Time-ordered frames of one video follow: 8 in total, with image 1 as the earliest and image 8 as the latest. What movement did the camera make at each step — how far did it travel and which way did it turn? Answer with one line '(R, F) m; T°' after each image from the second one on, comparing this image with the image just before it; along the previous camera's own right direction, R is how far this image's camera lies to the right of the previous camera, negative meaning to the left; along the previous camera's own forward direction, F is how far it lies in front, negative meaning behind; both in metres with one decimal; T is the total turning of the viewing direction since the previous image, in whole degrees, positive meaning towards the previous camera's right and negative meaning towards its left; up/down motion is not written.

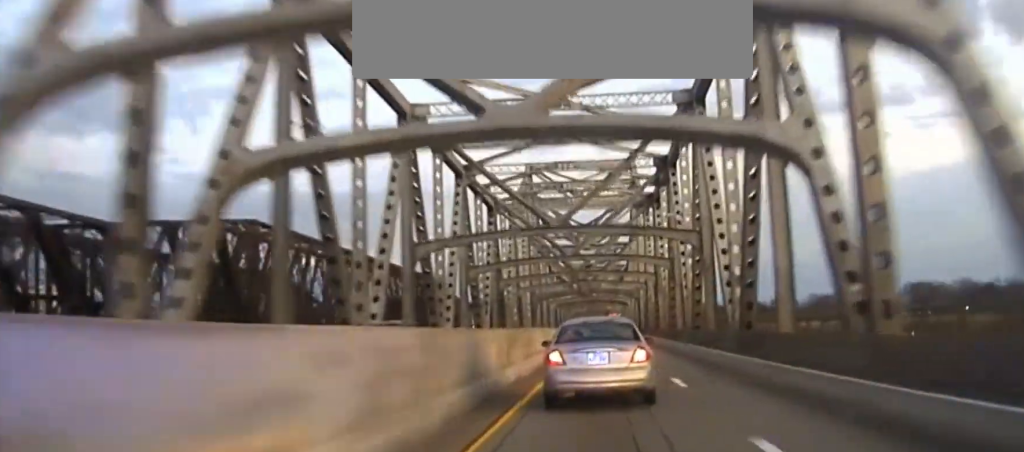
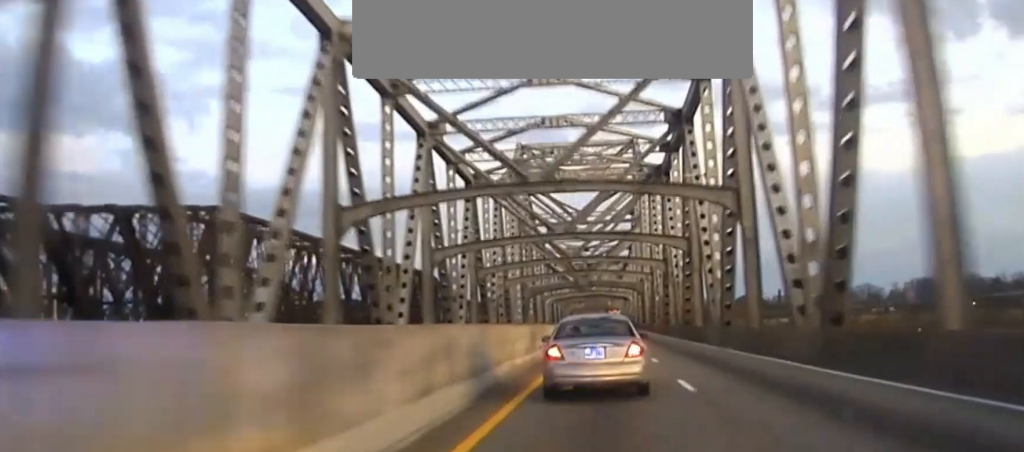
(0.0, +14.0) m; 0°
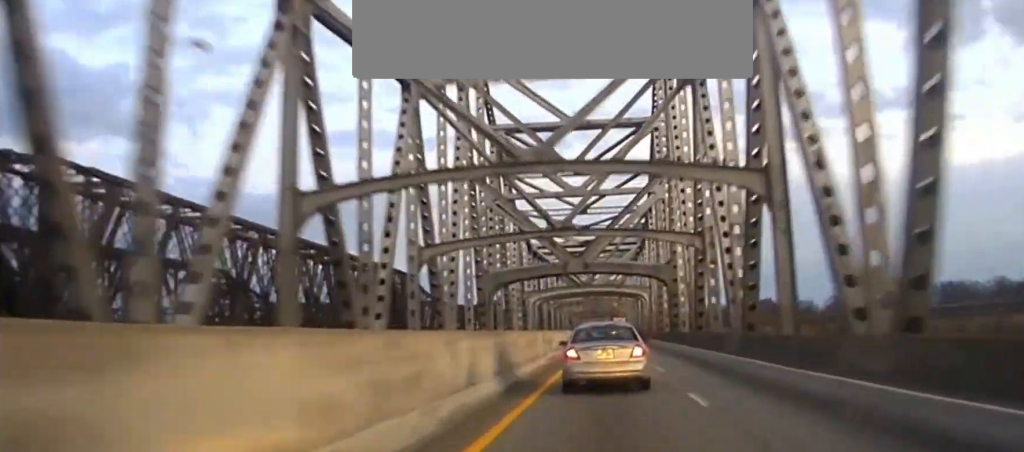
(+0.1, +45.8) m; 0°
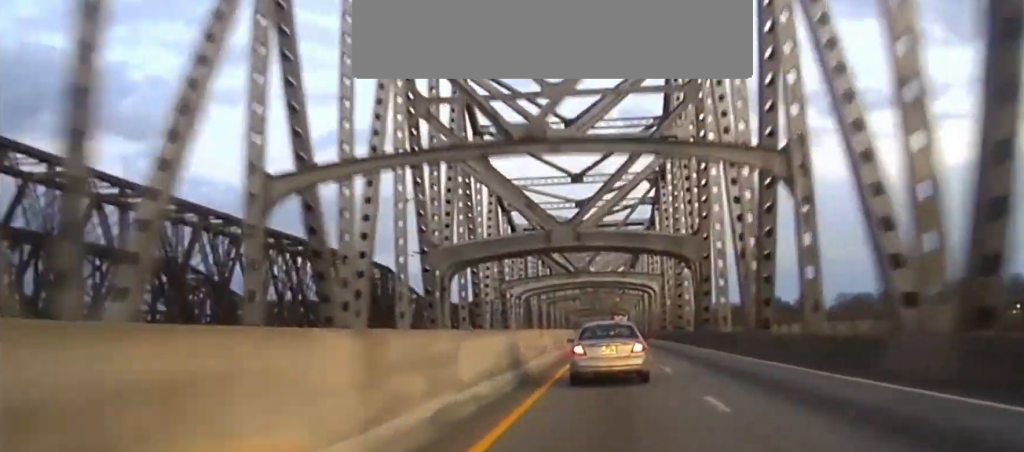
(-0.1, +26.9) m; 0°
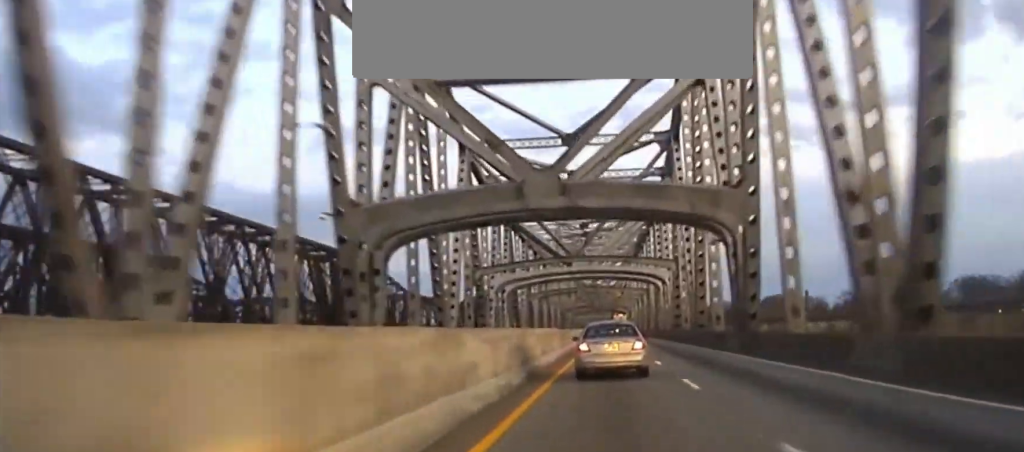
(0.0, +20.1) m; 0°
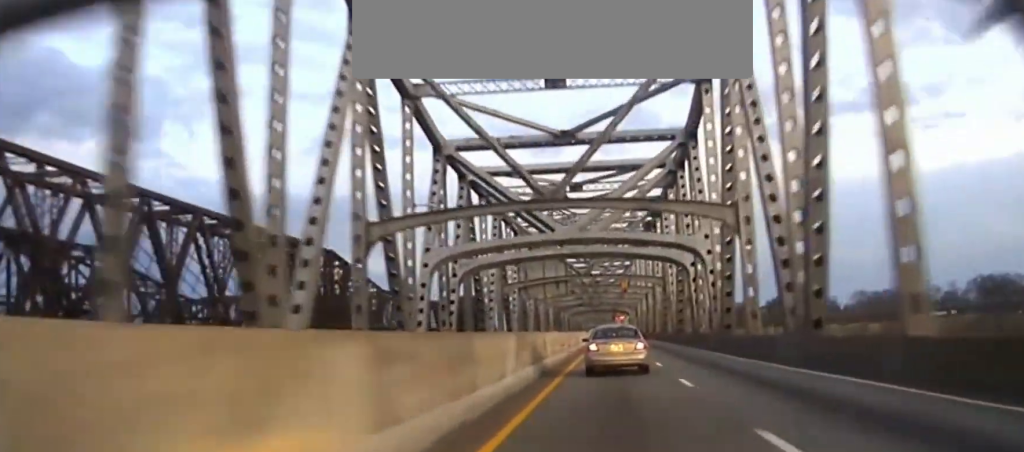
(+0.1, +37.8) m; 0°
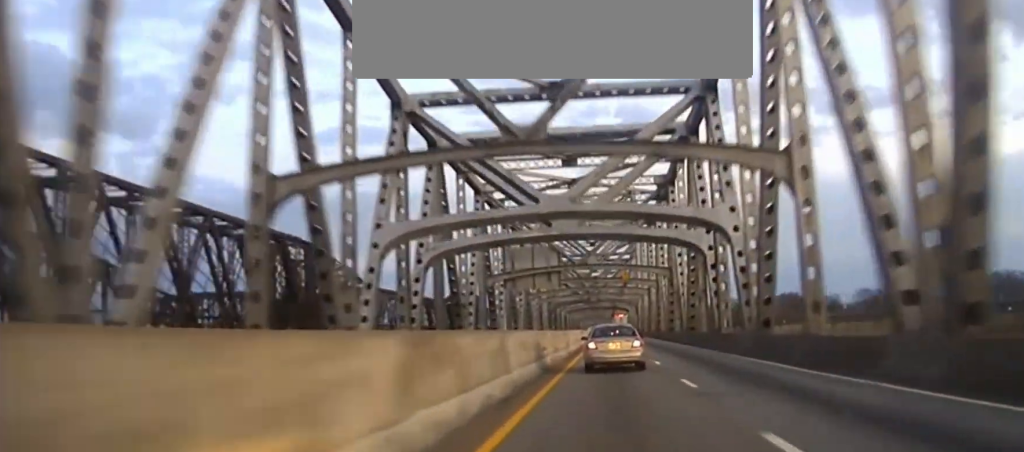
(-0.1, +16.0) m; 0°
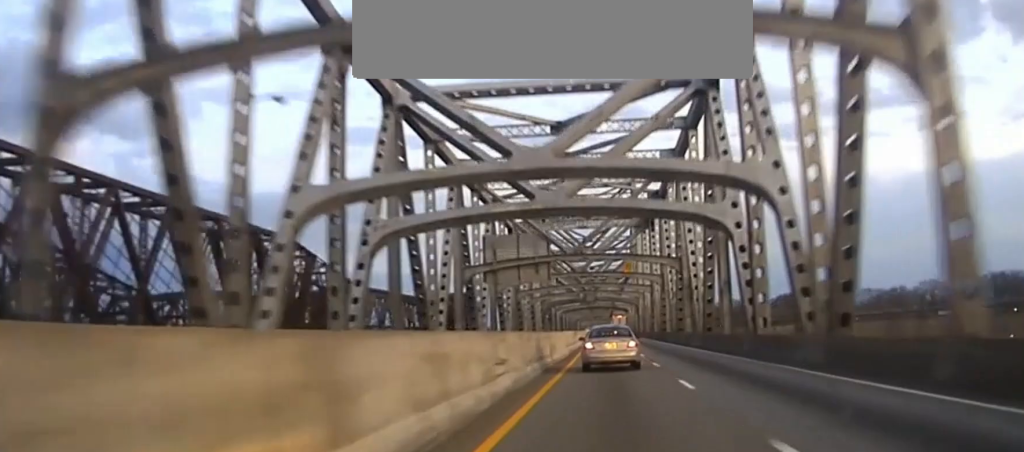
(0.0, +14.8) m; 0°
